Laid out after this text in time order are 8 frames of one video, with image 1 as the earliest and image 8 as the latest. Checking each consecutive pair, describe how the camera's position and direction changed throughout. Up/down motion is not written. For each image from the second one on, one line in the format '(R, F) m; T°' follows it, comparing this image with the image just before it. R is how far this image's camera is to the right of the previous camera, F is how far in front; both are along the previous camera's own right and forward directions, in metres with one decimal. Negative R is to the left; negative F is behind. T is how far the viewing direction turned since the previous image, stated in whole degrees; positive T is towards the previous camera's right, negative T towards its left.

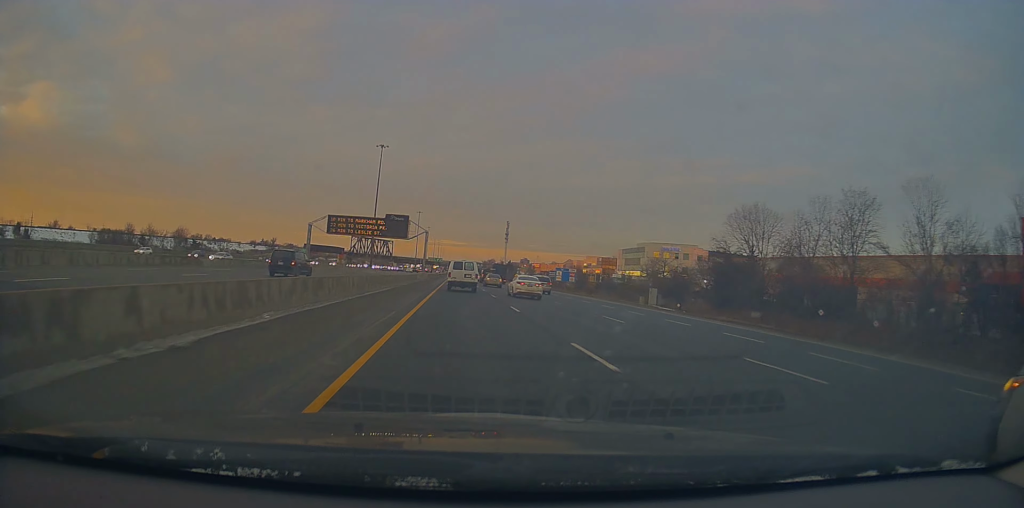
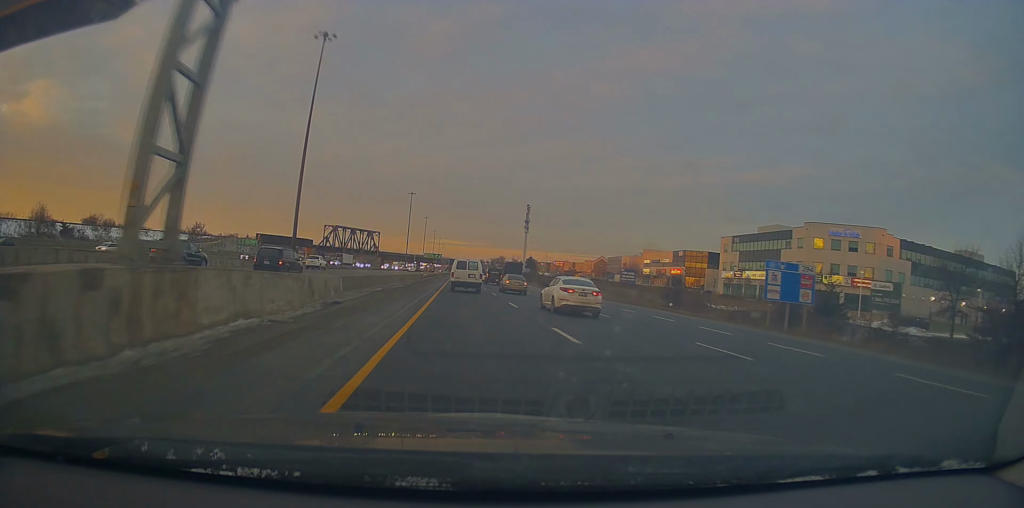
(+0.7, +80.4) m; +1°
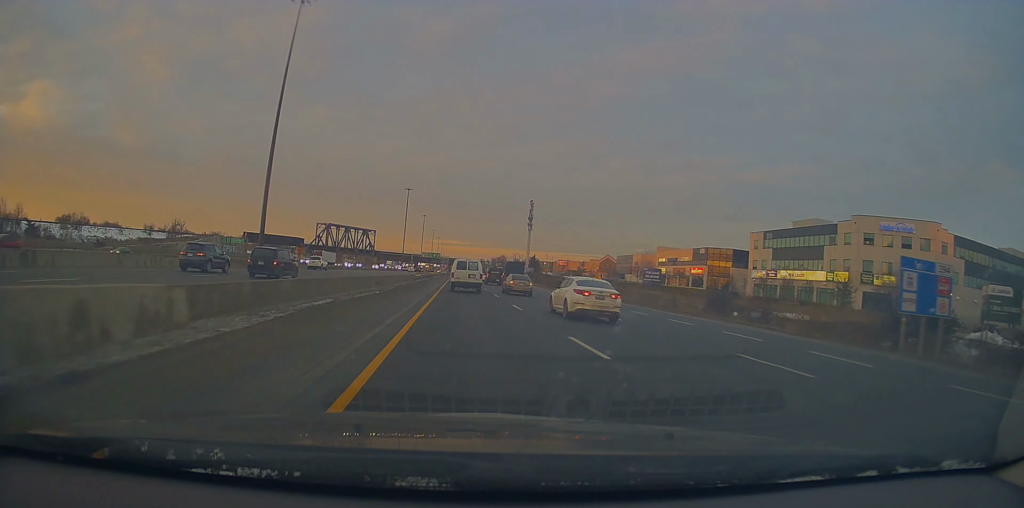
(-0.1, +14.1) m; -1°
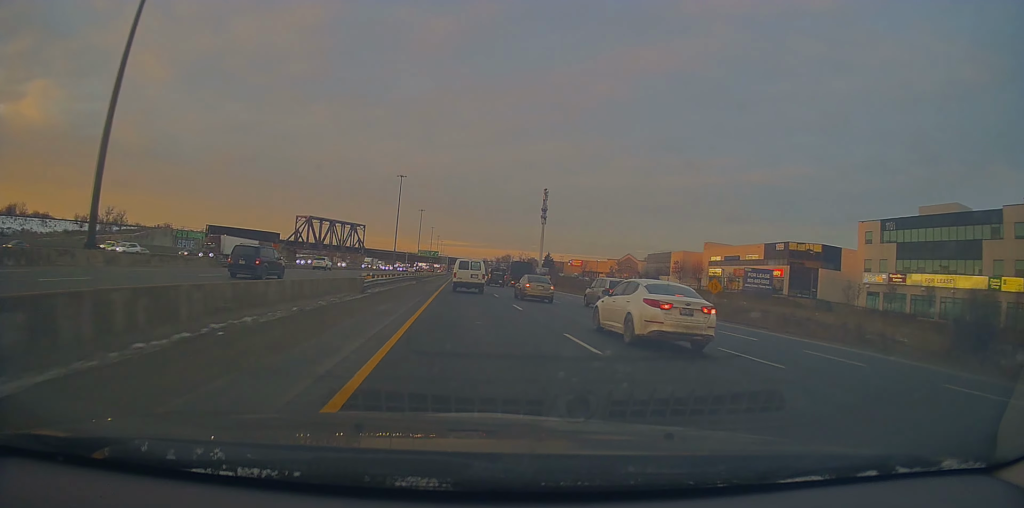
(-0.1, +35.1) m; +1°
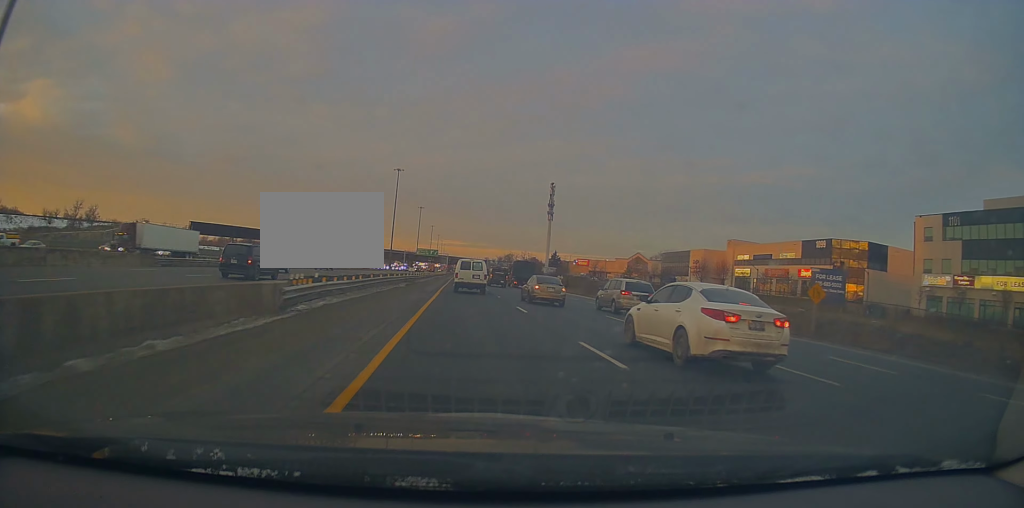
(+0.3, +13.1) m; 0°
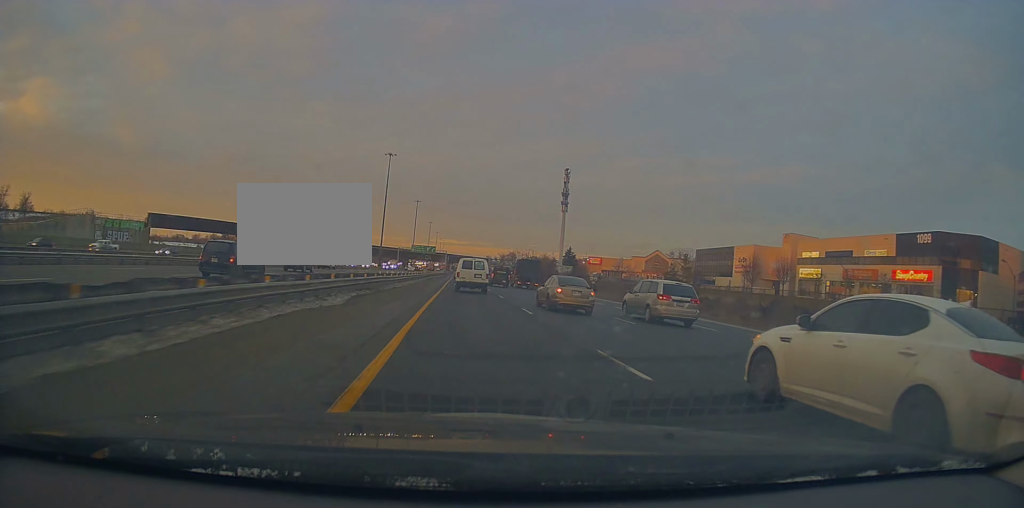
(0.0, +25.2) m; 0°
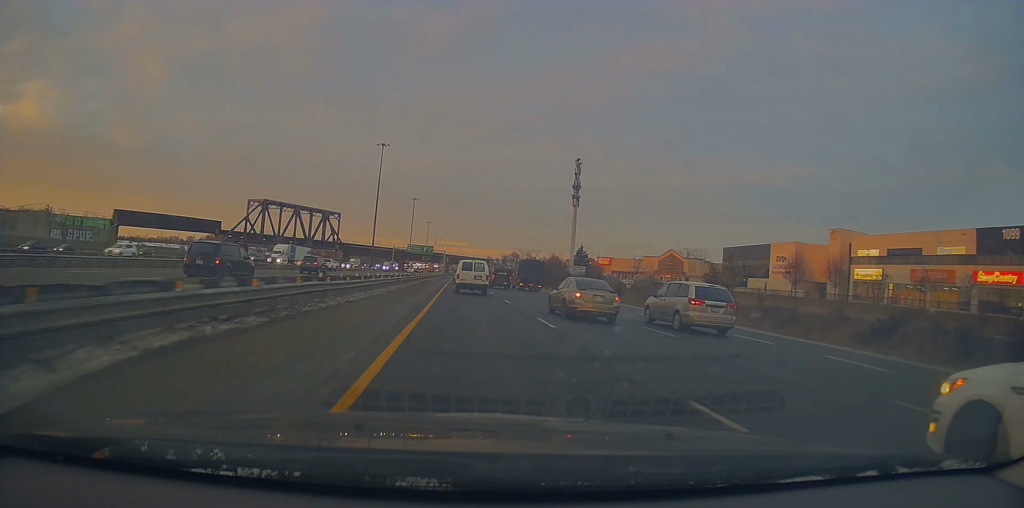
(-0.3, +16.1) m; 0°
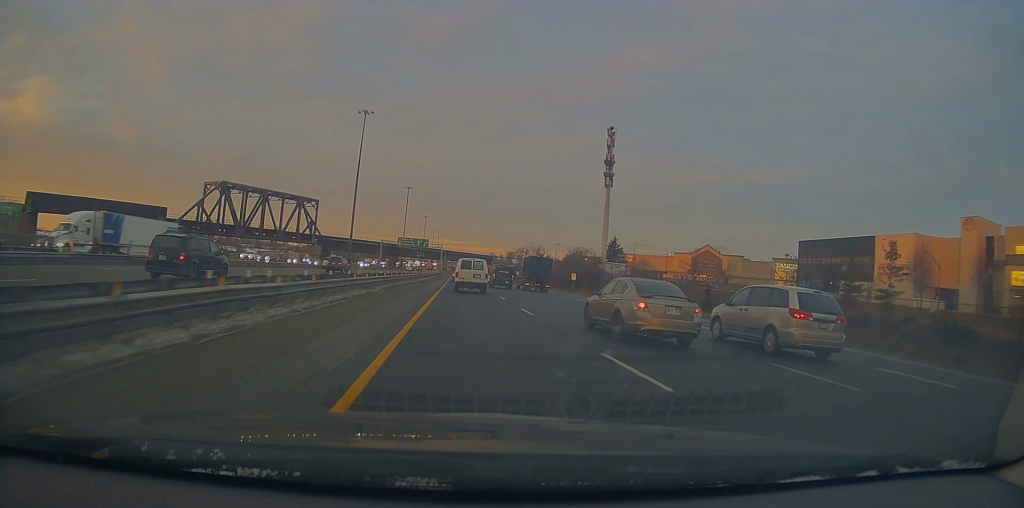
(+0.2, +32.4) m; +1°
